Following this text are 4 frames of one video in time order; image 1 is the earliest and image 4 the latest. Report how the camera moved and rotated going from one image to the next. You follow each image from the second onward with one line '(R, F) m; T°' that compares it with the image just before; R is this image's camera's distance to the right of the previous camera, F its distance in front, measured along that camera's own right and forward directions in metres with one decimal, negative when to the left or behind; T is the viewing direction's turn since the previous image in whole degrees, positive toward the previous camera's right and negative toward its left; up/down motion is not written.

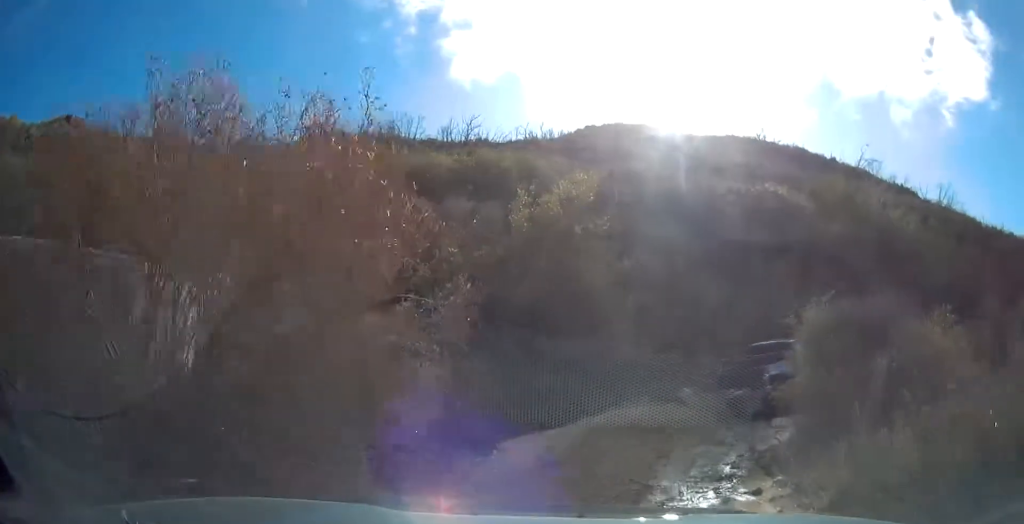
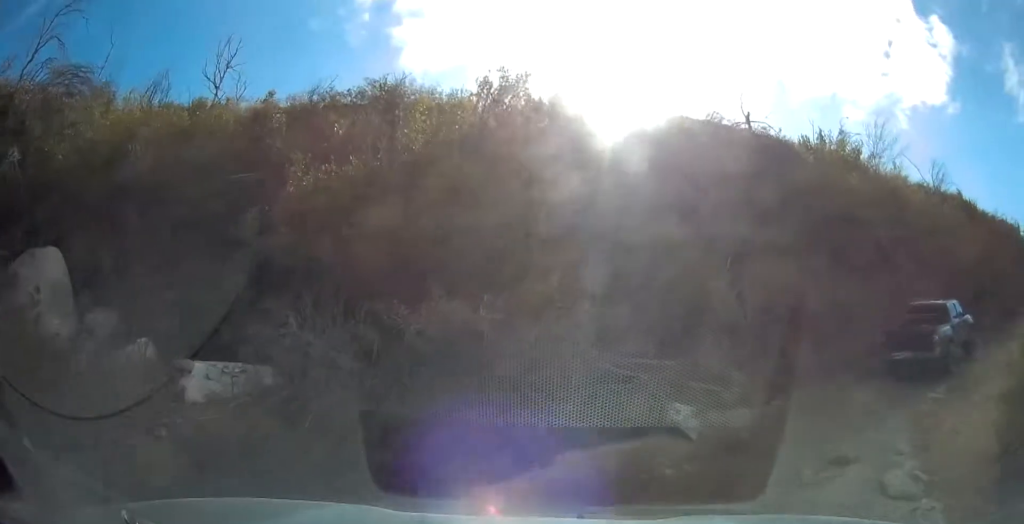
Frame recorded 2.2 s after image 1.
(+1.1, +7.5) m; +17°
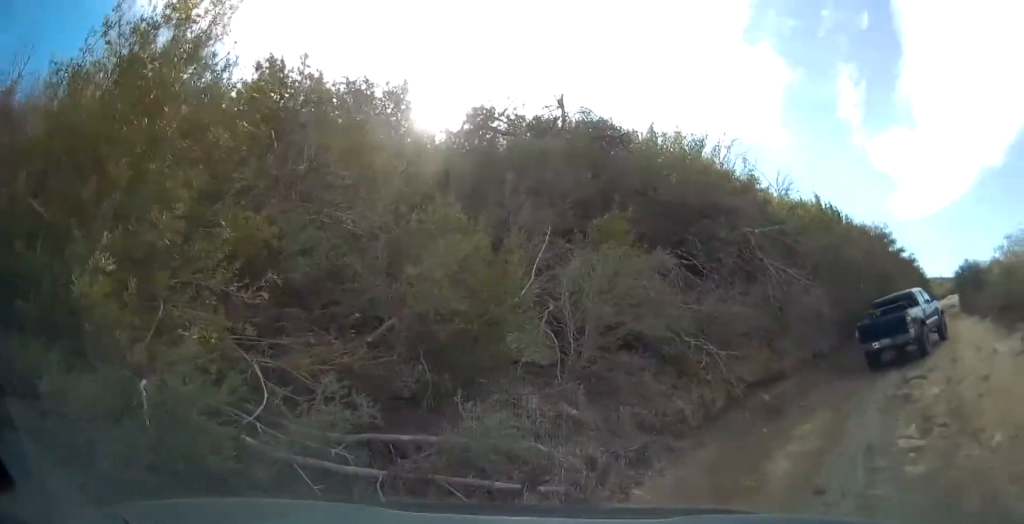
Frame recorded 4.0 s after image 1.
(+0.8, +5.5) m; +19°
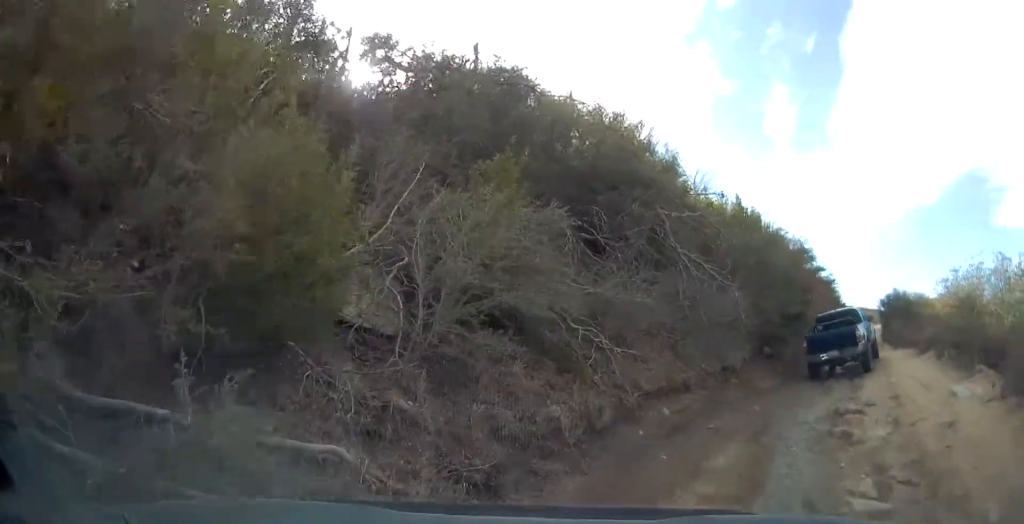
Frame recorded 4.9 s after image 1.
(+0.2, +2.4) m; +9°
